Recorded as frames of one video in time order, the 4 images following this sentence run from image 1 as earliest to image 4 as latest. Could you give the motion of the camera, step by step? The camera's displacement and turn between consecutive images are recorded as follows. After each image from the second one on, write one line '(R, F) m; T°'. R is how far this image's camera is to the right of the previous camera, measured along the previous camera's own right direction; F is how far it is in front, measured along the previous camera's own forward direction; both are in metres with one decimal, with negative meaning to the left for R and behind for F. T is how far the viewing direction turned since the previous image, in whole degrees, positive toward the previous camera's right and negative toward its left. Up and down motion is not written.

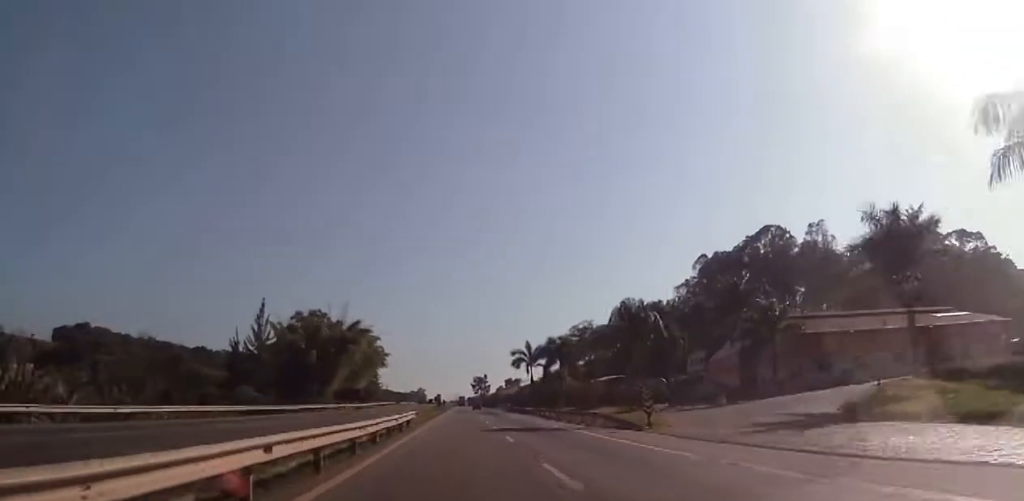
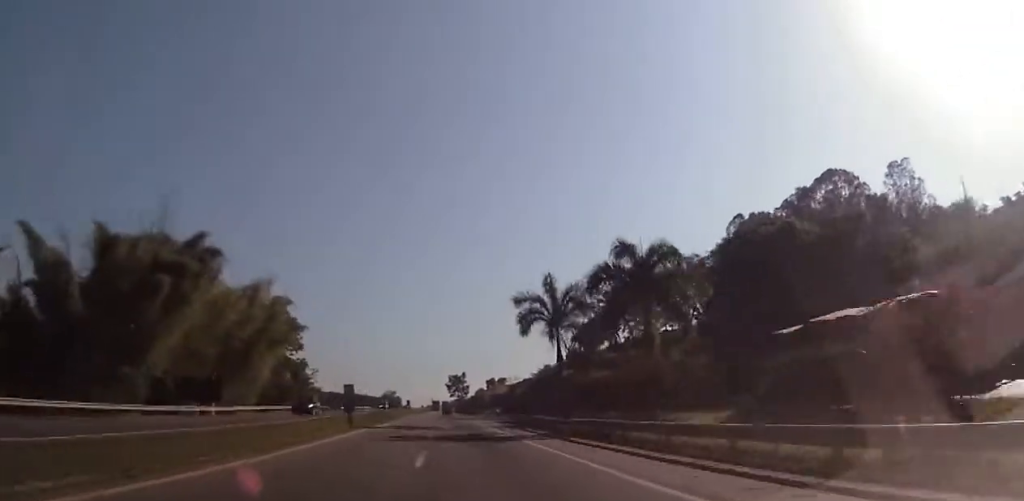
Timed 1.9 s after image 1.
(+1.3, +58.0) m; +2°
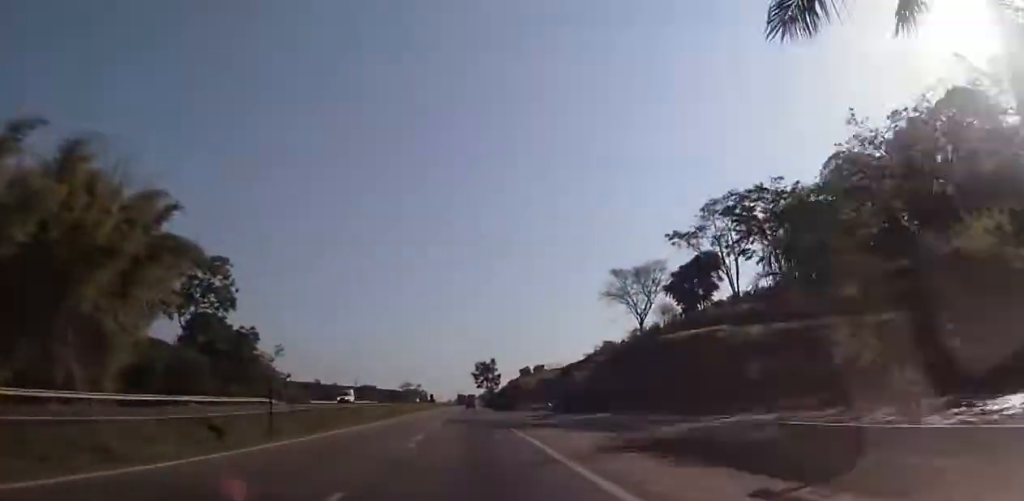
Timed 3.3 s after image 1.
(-1.0, +44.1) m; -2°
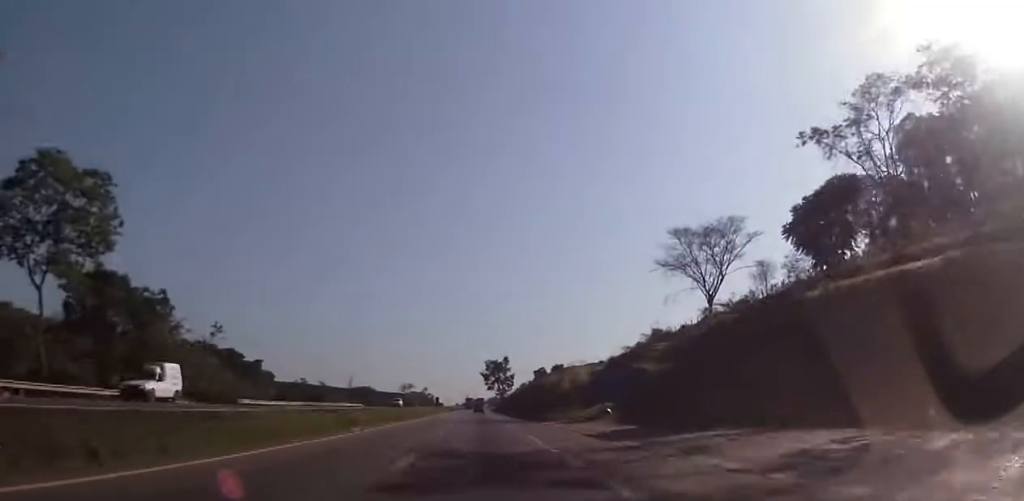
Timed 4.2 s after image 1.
(-0.2, +28.8) m; 0°
